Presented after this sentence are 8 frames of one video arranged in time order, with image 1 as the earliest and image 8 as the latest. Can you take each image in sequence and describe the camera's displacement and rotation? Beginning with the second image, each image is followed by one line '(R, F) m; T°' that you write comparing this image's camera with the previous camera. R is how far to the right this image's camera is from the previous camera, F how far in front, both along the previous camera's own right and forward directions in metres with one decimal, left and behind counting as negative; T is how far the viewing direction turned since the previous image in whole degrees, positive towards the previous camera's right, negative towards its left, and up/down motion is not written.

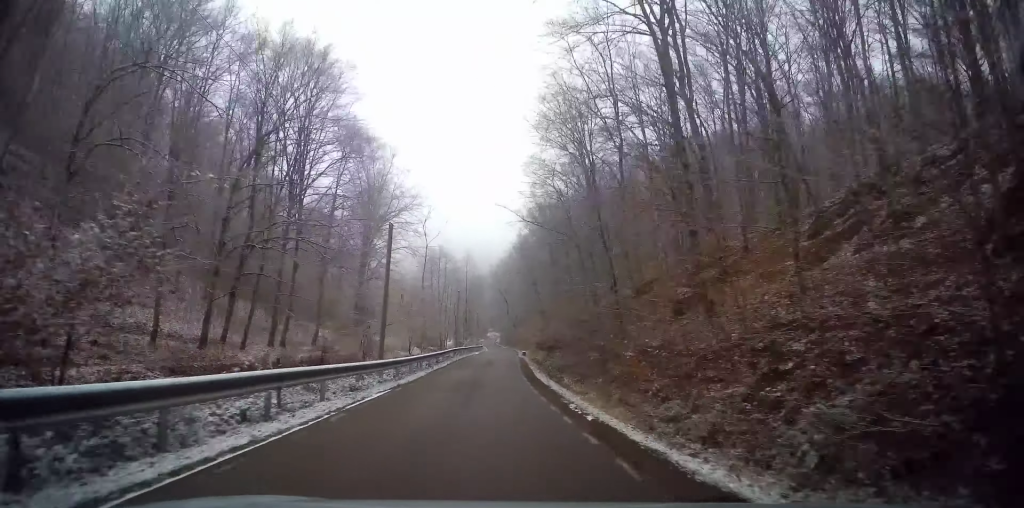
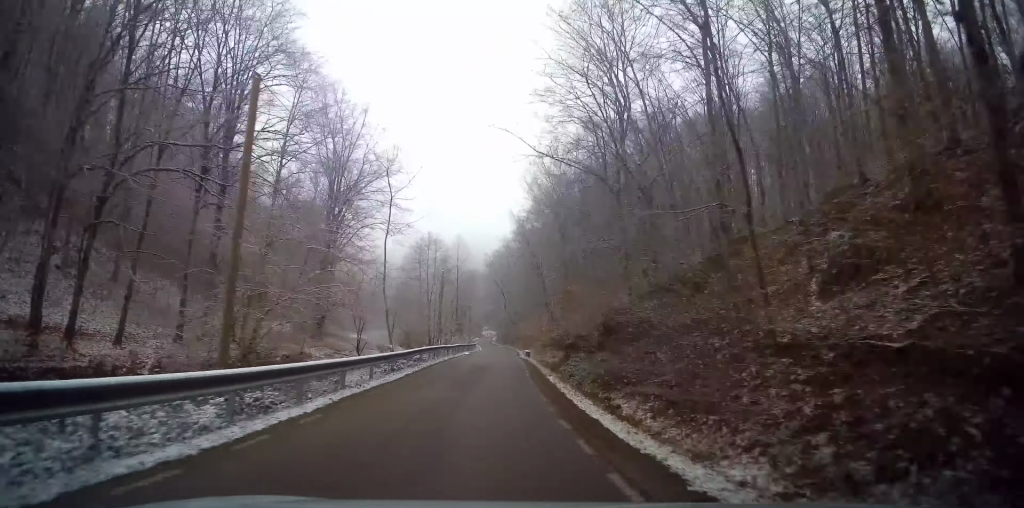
(-0.1, +13.0) m; +1°
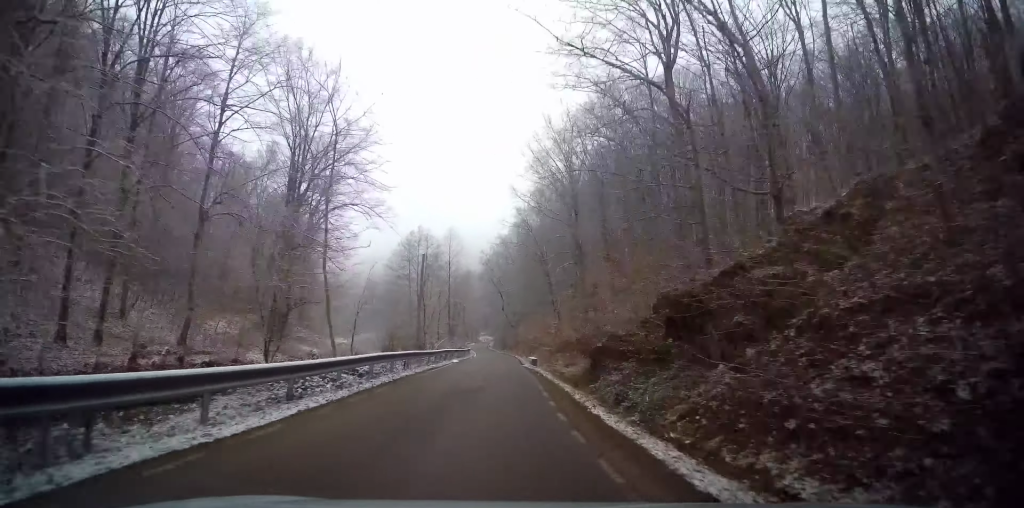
(-0.1, +9.6) m; +1°
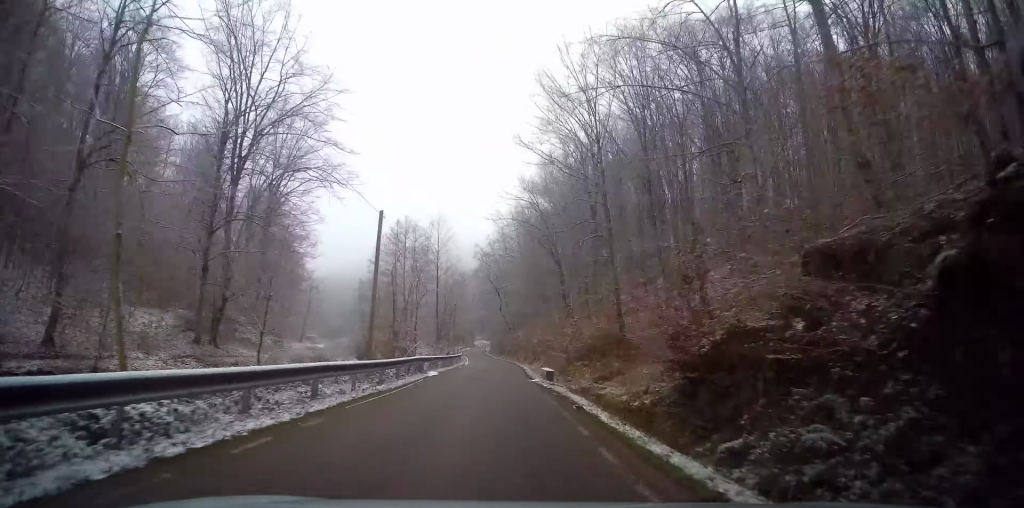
(+0.4, +11.0) m; 0°
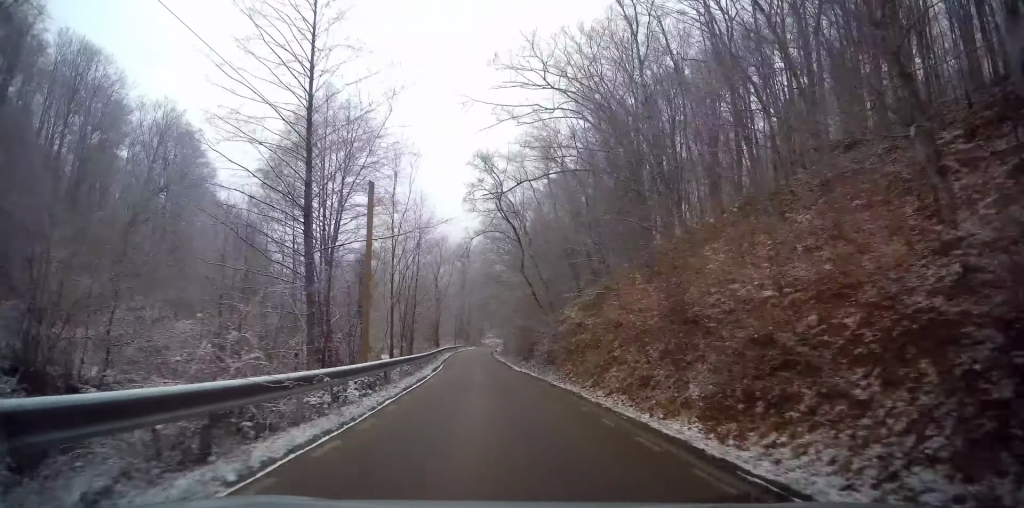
(-0.6, +44.1) m; -2°
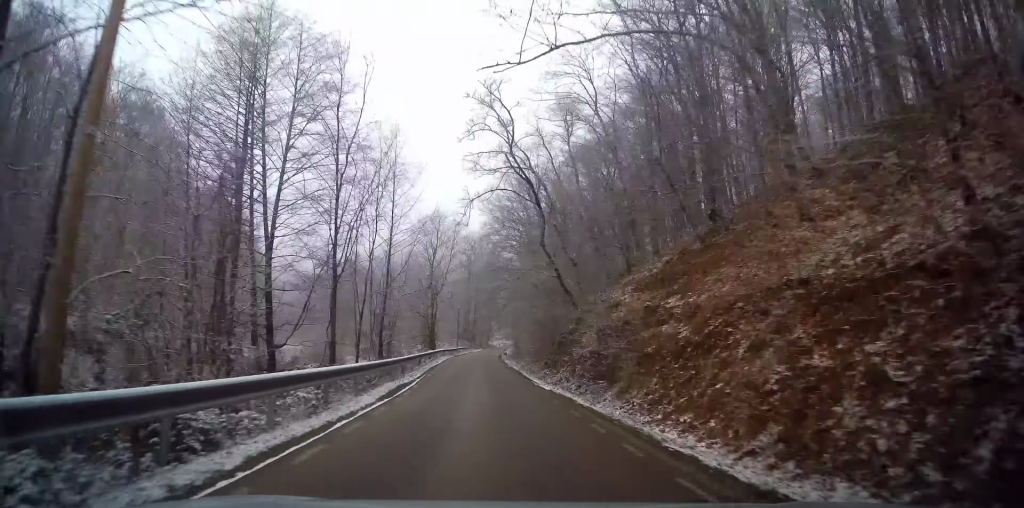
(-0.1, +12.4) m; -1°
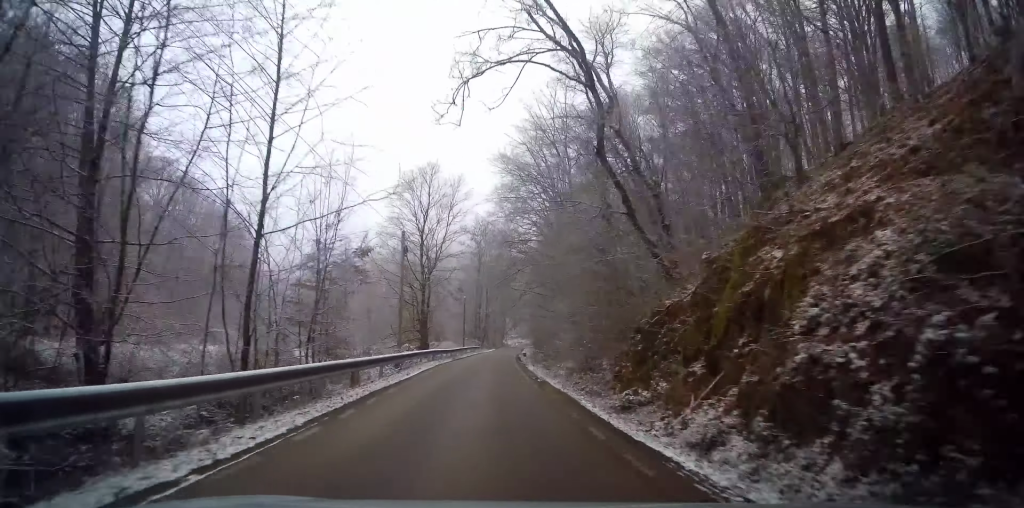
(-0.2, +15.0) m; -1°
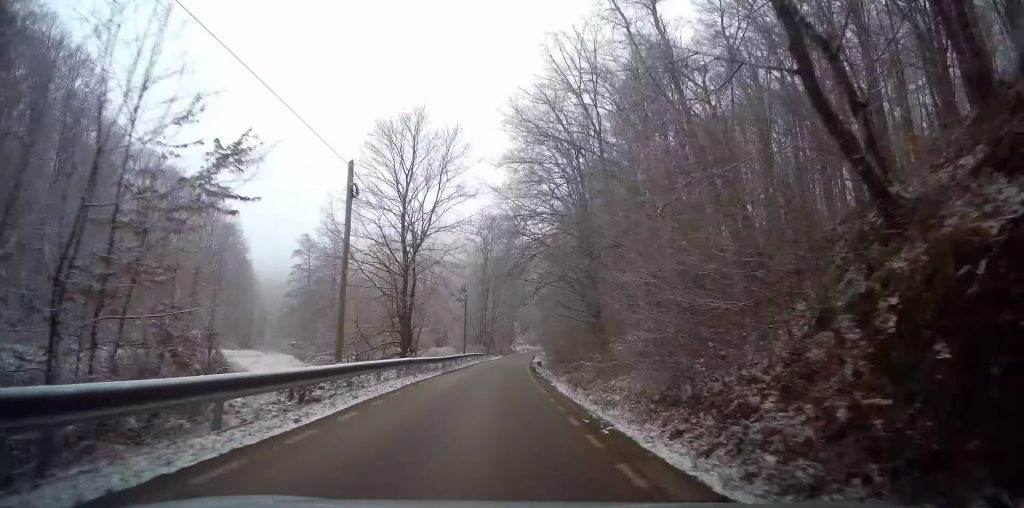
(0.0, +10.2) m; 0°
